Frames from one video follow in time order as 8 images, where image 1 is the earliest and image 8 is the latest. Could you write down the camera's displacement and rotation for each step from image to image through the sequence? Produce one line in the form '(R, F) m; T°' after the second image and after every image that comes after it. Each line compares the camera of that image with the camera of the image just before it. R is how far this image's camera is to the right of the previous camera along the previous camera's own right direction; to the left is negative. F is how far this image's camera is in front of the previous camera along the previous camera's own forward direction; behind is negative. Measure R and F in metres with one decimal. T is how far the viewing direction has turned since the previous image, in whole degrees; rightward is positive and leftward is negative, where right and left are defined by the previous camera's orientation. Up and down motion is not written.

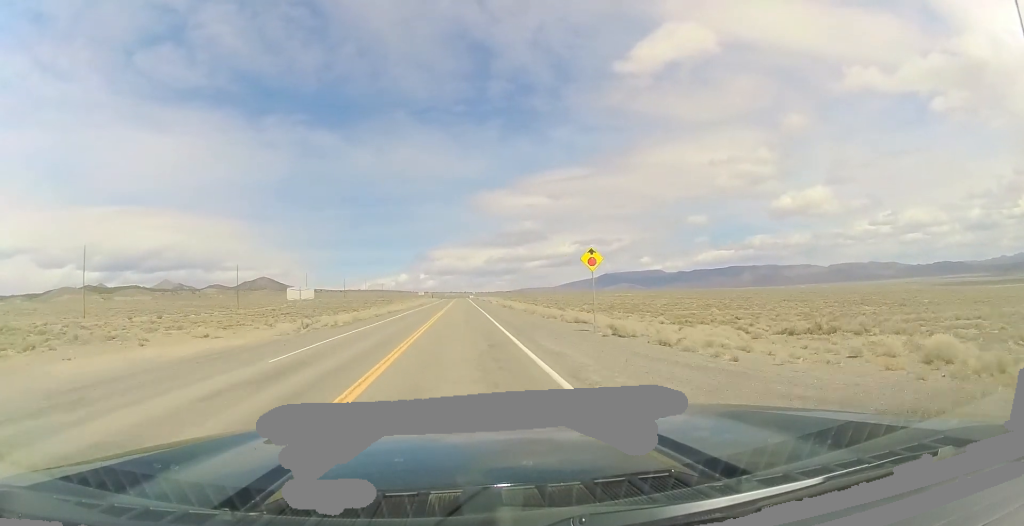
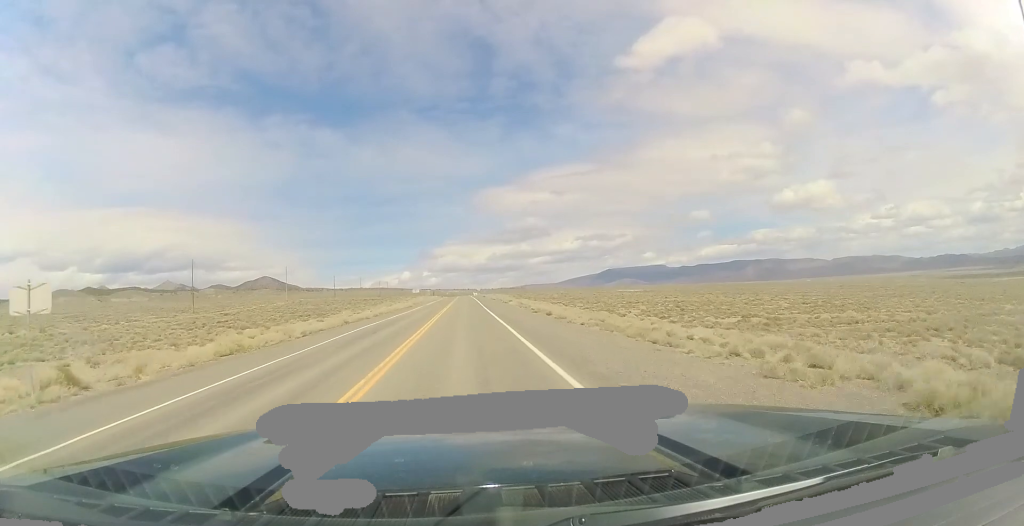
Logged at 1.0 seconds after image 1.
(-0.2, +27.7) m; -1°
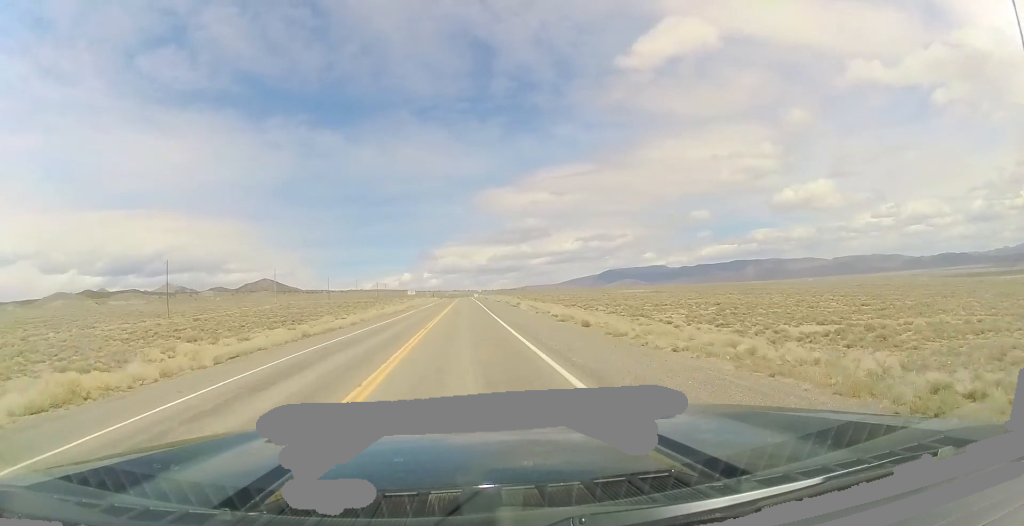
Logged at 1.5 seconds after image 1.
(-0.3, +11.6) m; -1°
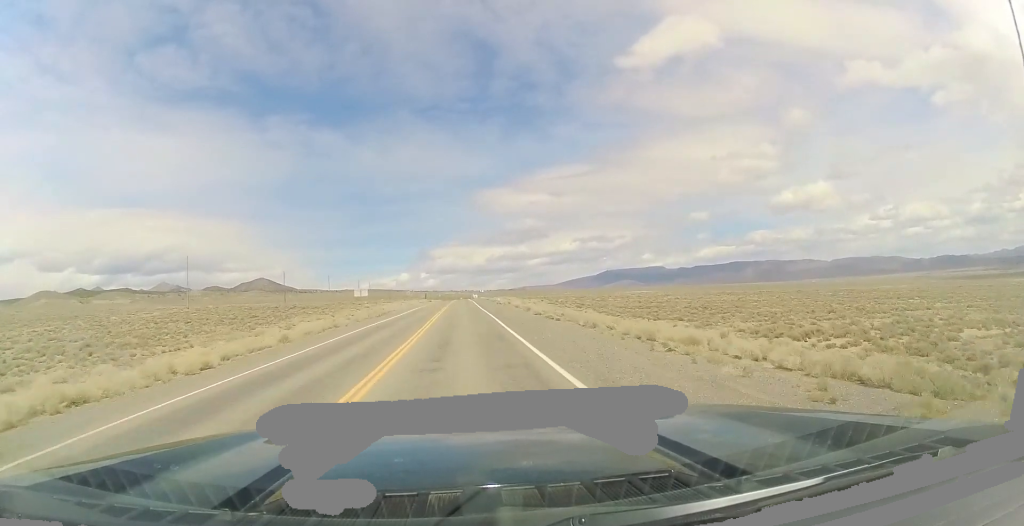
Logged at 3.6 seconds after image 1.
(+0.6, +57.2) m; +1°
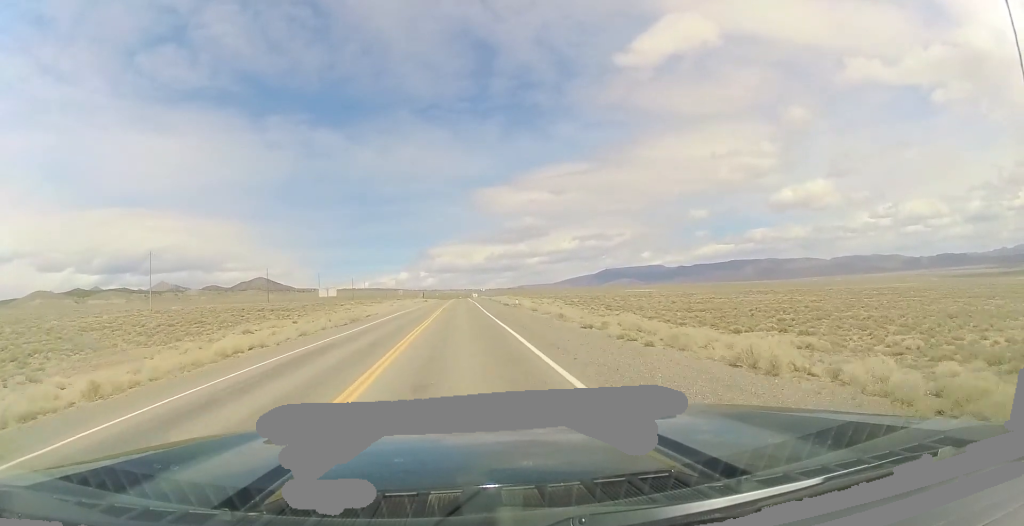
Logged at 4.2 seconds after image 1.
(+0.1, +15.8) m; 0°
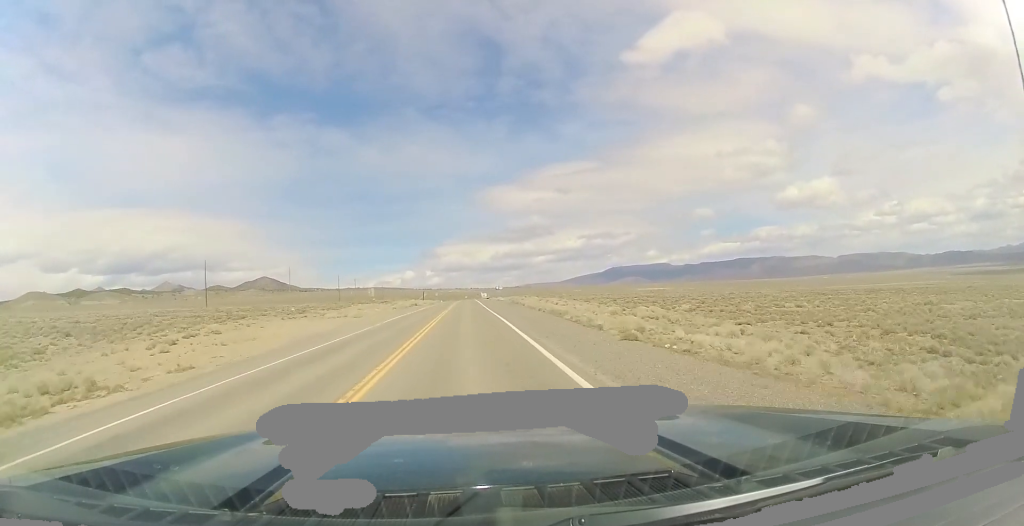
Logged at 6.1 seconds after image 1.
(0.0, +48.2) m; -1°
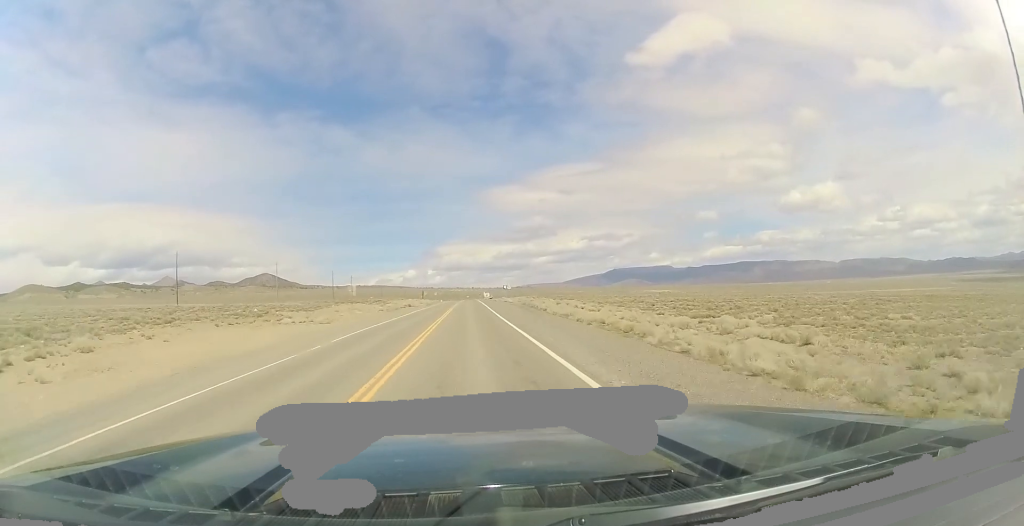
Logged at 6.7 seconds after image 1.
(0.0, +15.3) m; 0°
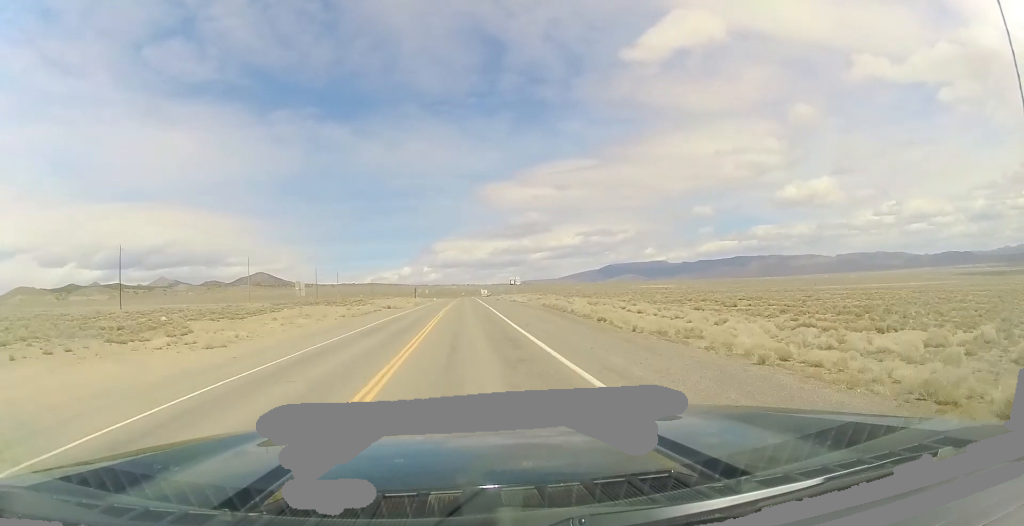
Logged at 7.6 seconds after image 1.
(-0.2, +20.1) m; 0°
